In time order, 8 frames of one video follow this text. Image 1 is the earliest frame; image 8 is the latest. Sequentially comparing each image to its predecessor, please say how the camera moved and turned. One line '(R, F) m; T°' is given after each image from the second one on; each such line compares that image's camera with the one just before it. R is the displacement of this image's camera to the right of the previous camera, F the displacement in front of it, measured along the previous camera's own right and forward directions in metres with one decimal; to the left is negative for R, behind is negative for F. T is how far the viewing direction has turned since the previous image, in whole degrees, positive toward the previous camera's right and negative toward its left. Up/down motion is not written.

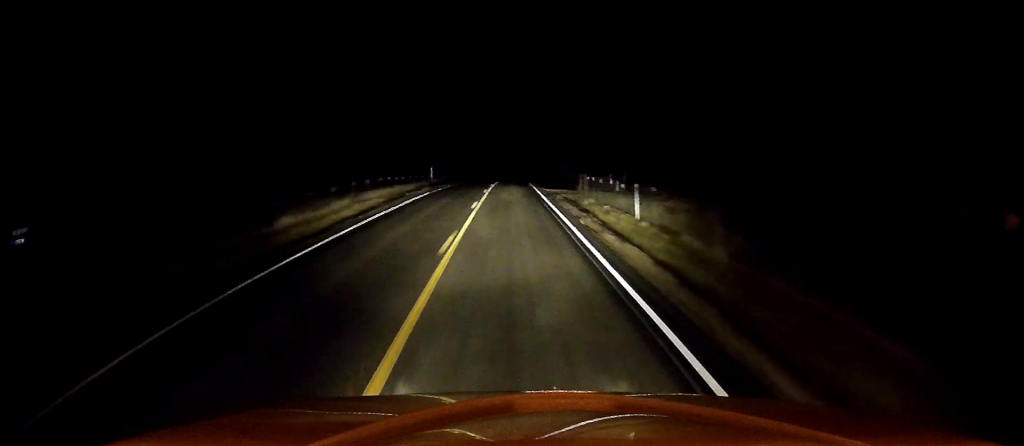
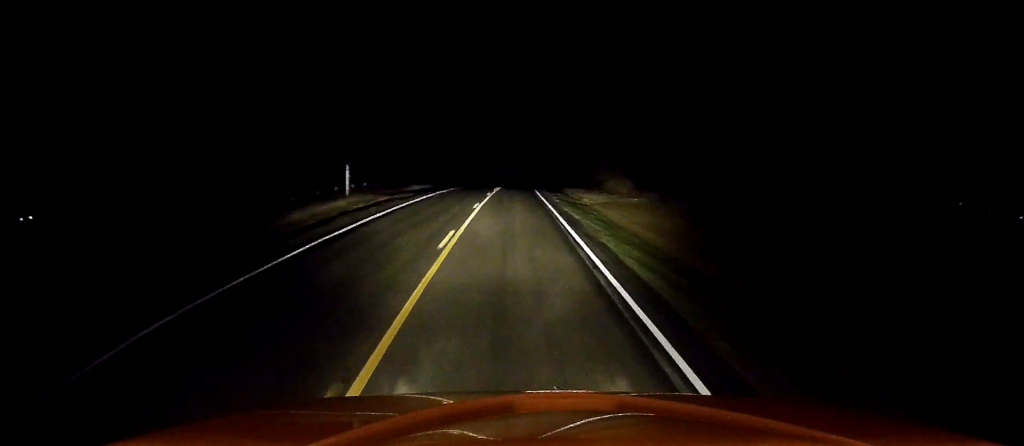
(+0.4, +50.3) m; +1°
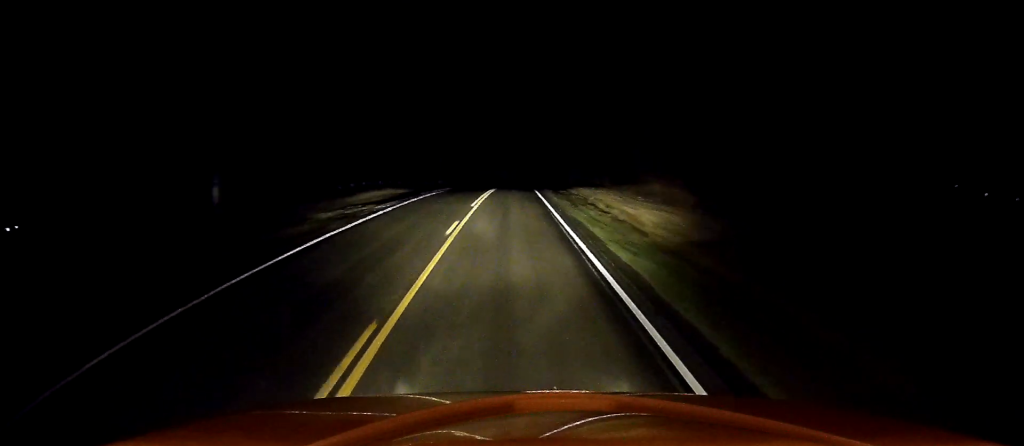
(0.0, +24.1) m; 0°
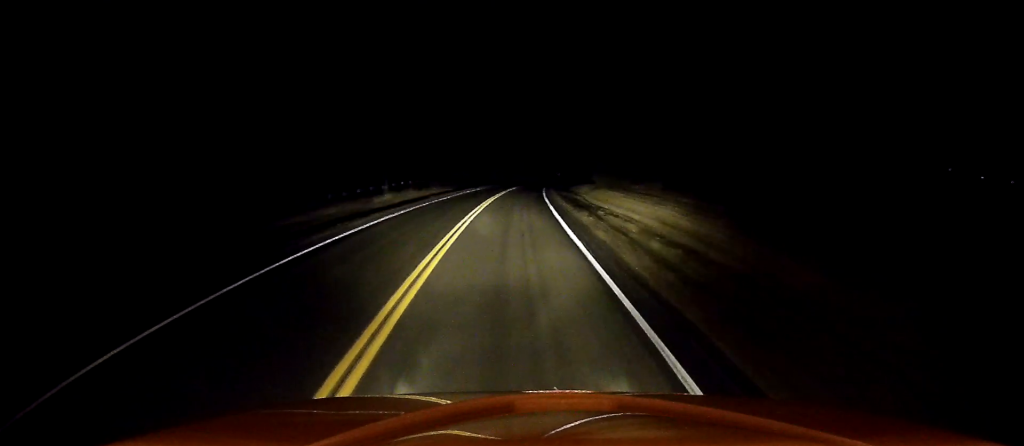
(+0.1, +33.8) m; +1°
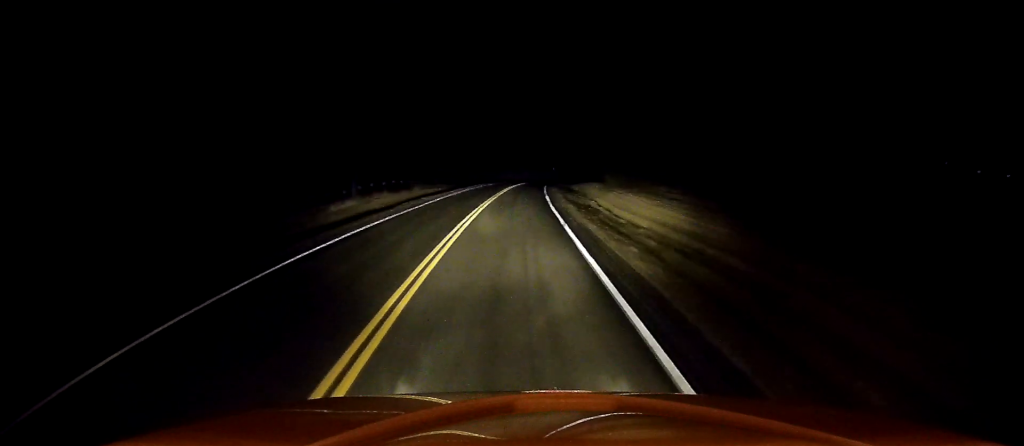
(-0.1, +9.8) m; +1°
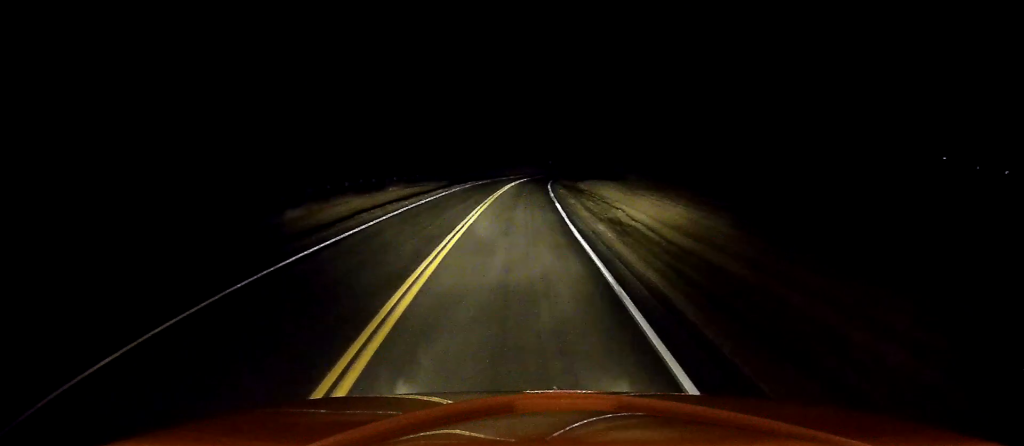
(+0.1, +10.1) m; +1°
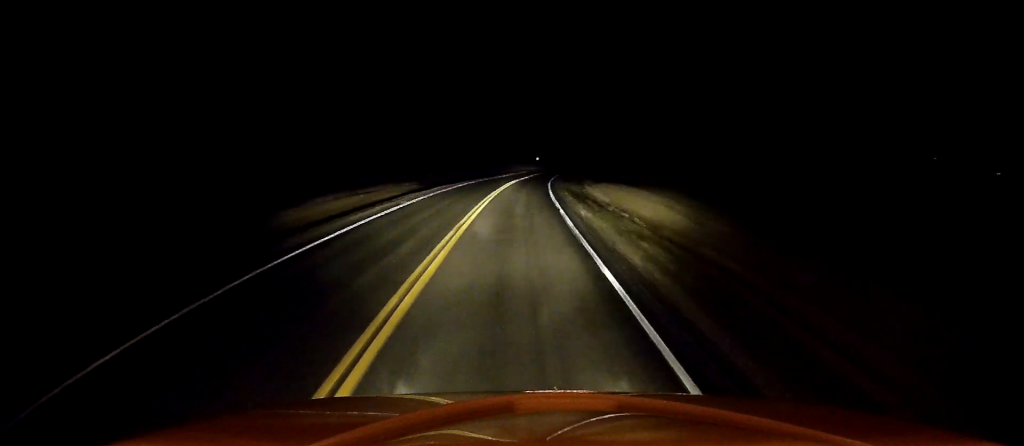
(+0.3, +16.1) m; +1°
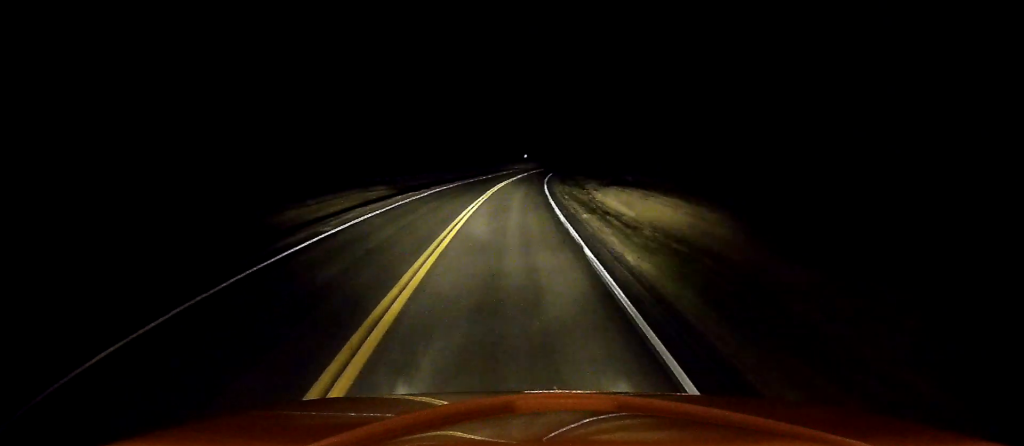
(0.0, +10.6) m; +1°
